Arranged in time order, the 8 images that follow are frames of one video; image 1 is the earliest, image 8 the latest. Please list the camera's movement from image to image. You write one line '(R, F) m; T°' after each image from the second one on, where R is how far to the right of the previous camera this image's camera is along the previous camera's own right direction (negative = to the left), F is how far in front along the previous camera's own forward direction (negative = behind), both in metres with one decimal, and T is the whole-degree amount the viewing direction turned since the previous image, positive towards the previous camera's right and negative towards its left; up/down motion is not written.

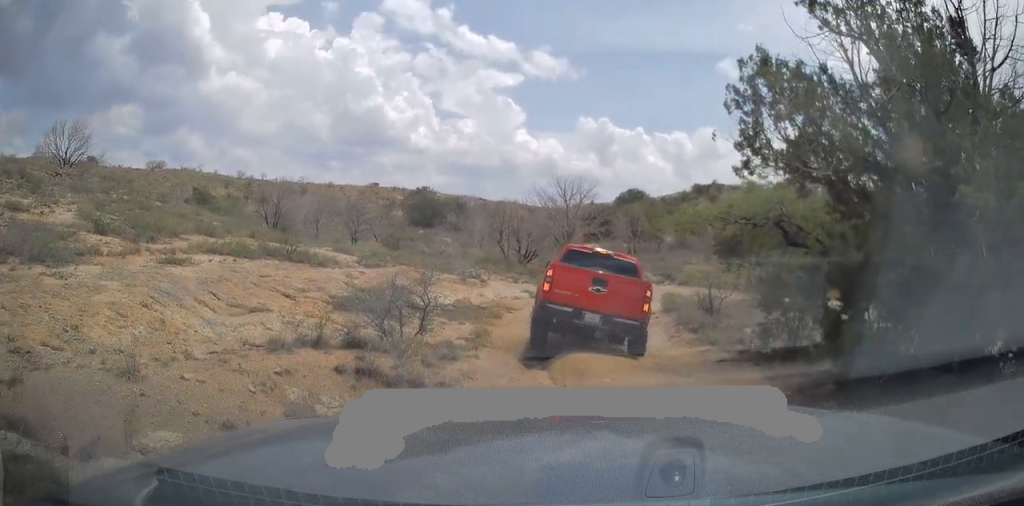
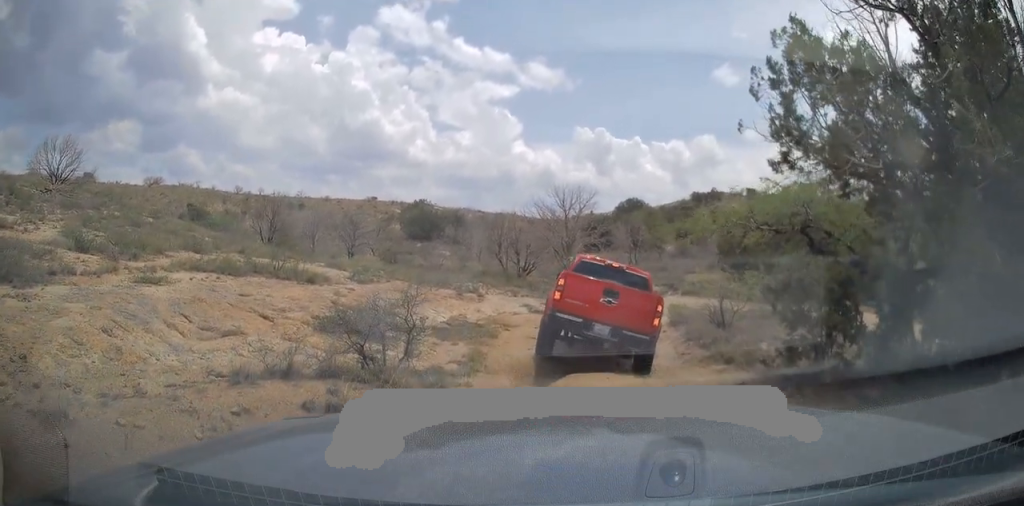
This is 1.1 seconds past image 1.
(-0.1, +0.8) m; 0°
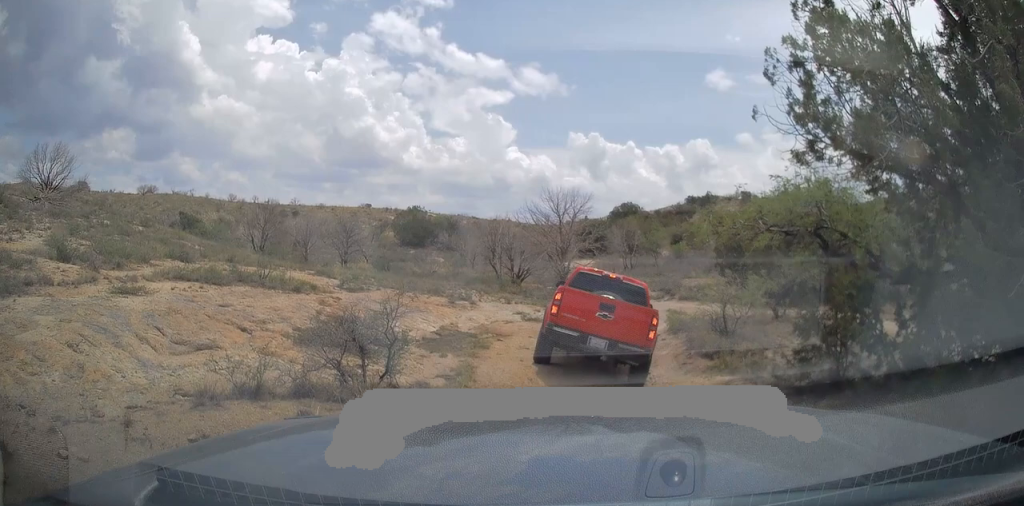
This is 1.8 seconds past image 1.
(-0.2, +0.7) m; 0°
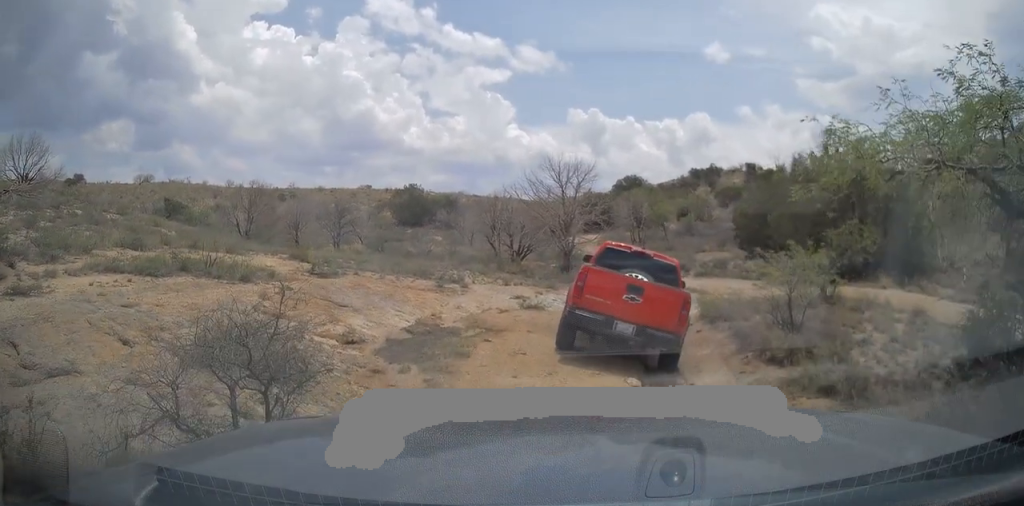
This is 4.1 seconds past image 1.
(-0.2, +2.5) m; 0°
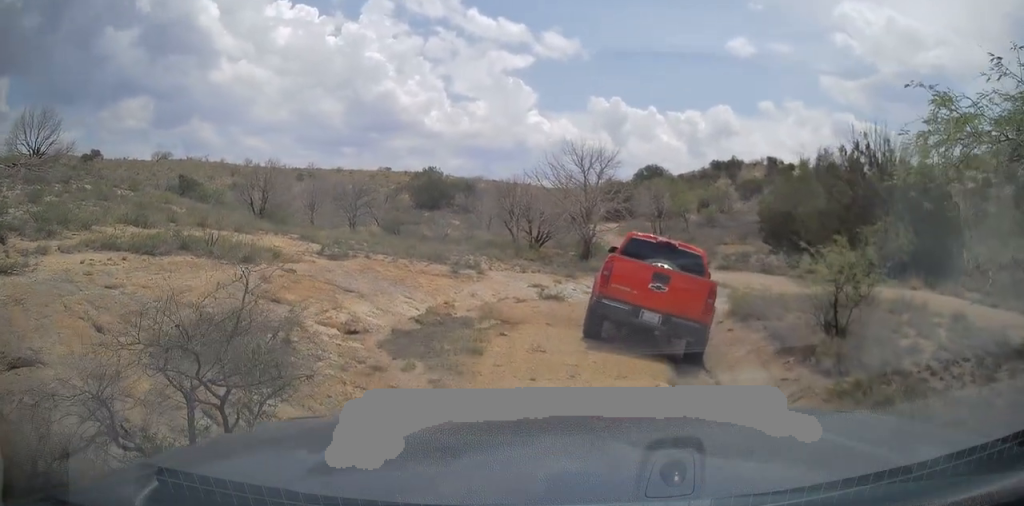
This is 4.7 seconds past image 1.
(0.0, +0.8) m; 0°
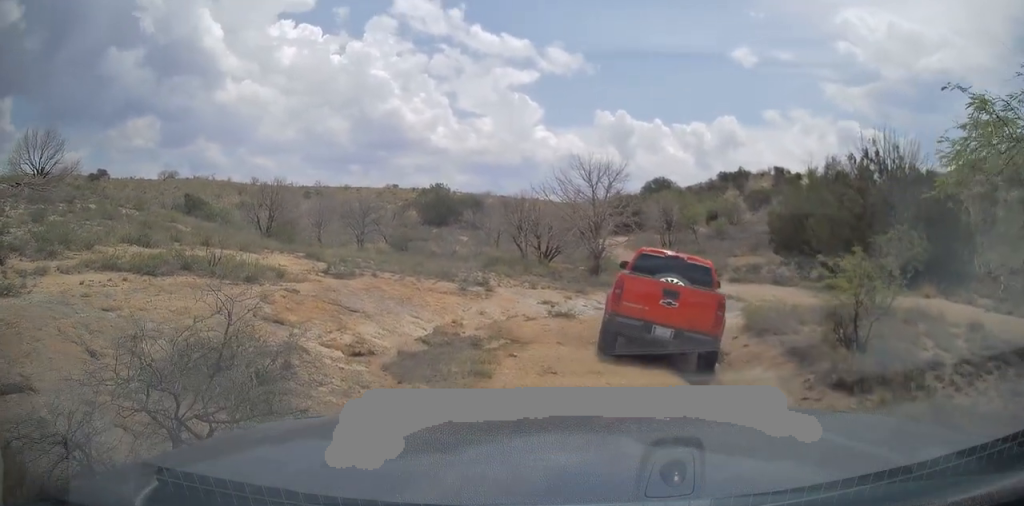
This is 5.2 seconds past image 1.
(0.0, +0.5) m; 0°
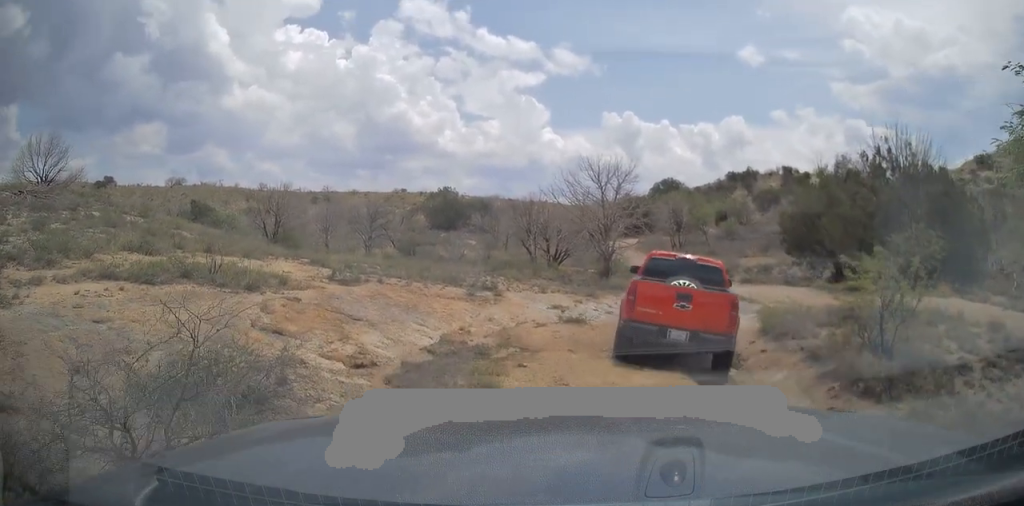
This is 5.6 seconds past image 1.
(-0.2, +0.6) m; 0°
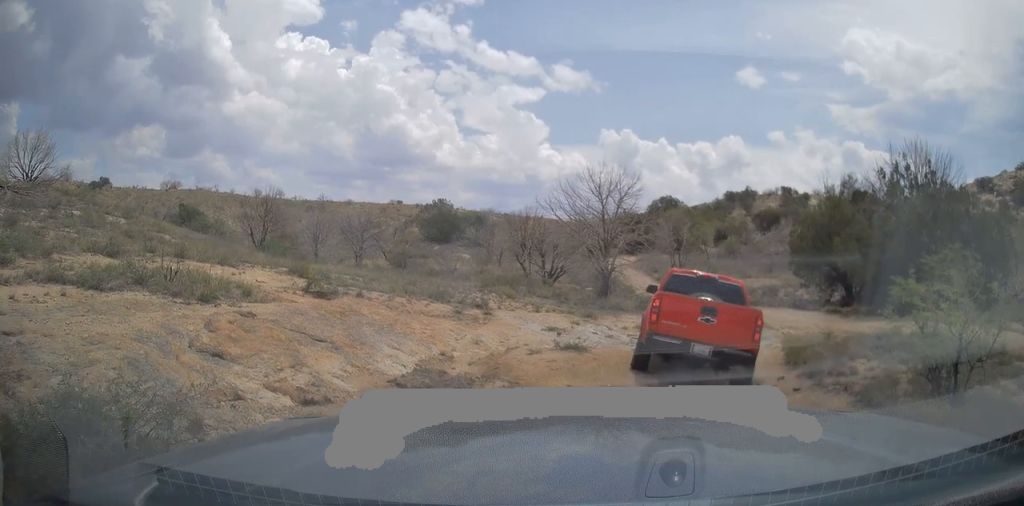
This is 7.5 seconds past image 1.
(-0.4, +2.3) m; 0°
